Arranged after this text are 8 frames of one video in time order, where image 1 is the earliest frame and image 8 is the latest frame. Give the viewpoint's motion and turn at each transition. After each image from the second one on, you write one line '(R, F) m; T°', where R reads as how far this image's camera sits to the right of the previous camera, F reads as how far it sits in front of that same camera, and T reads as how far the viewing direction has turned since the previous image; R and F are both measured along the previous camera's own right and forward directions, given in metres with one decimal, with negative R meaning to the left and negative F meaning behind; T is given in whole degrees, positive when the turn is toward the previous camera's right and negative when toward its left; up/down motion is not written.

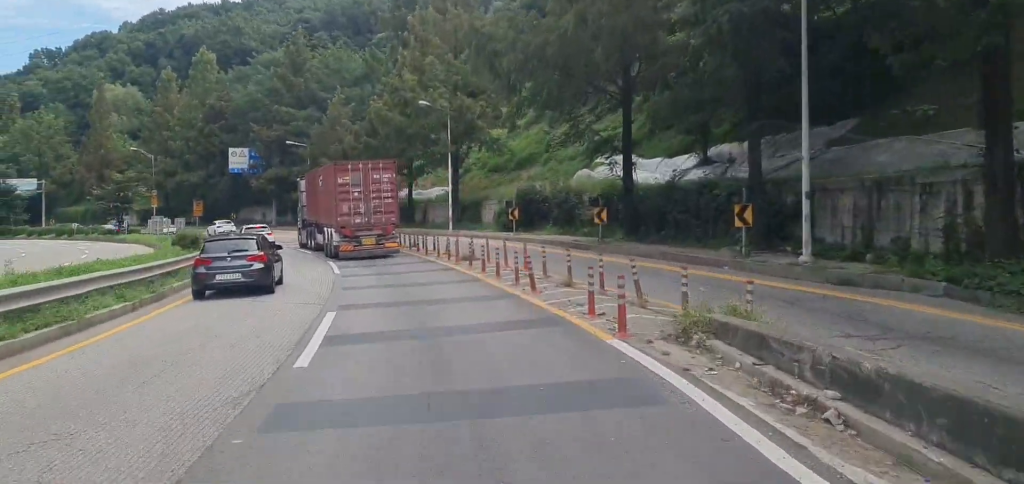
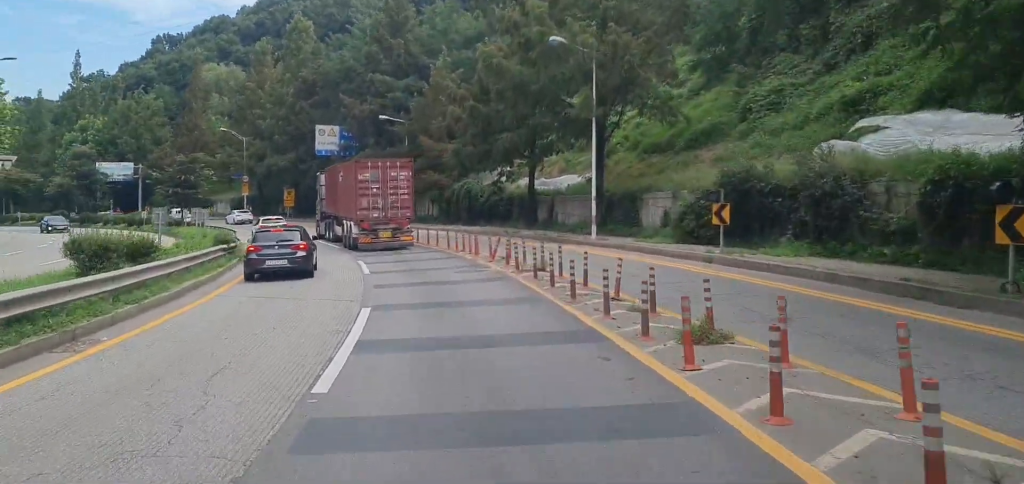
(-1.2, +16.9) m; -8°
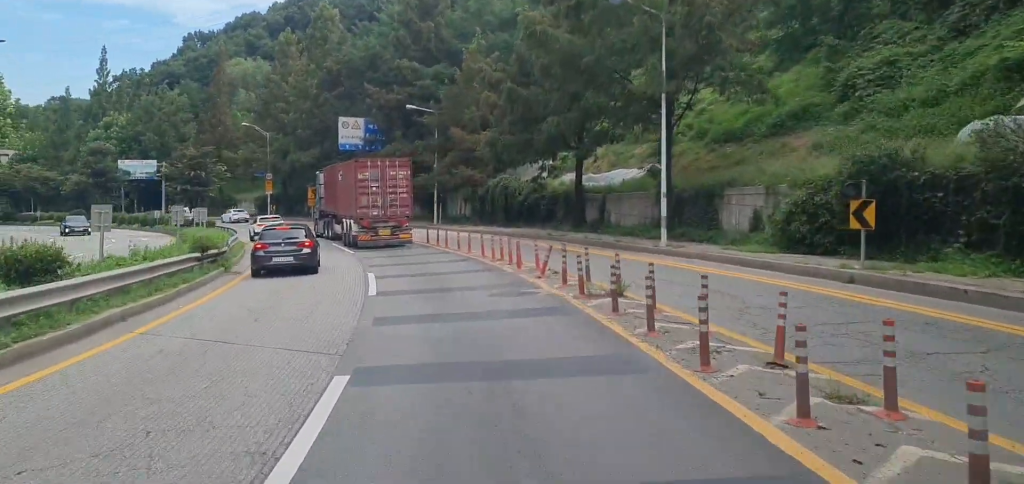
(-0.2, +6.0) m; -3°
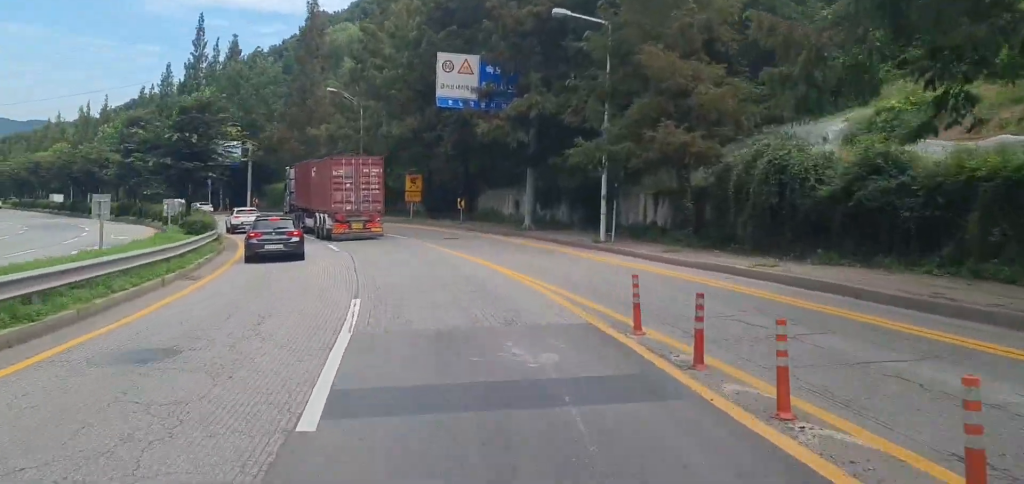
(-1.8, +25.7) m; -10°
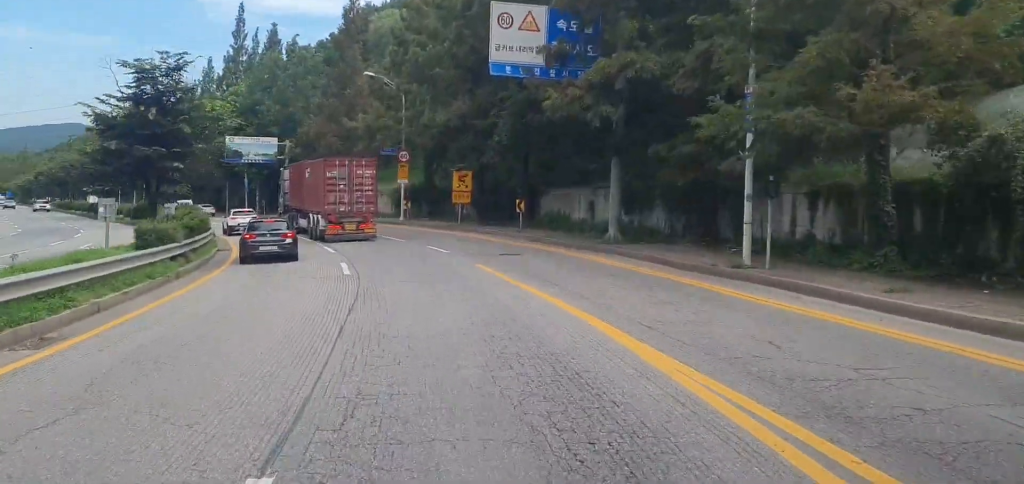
(-0.1, +9.4) m; -5°
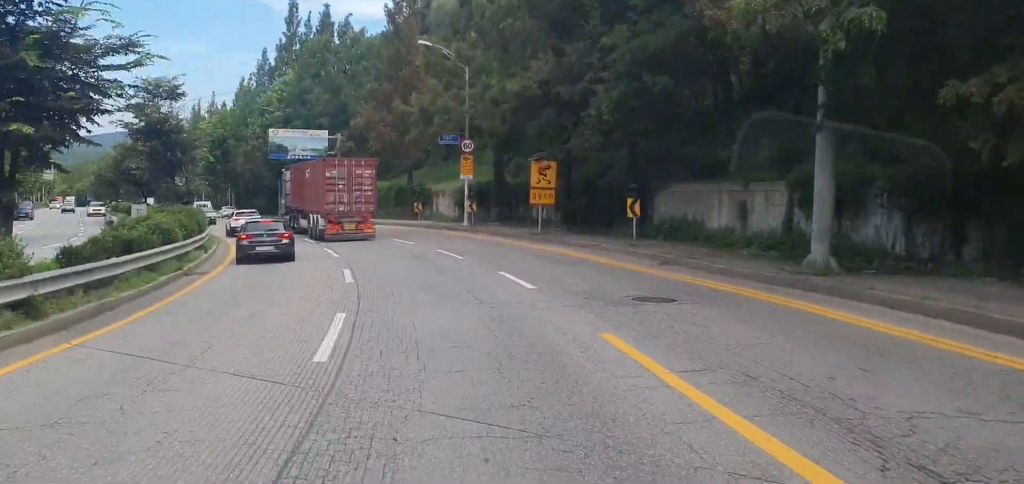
(-0.8, +11.4) m; -5°
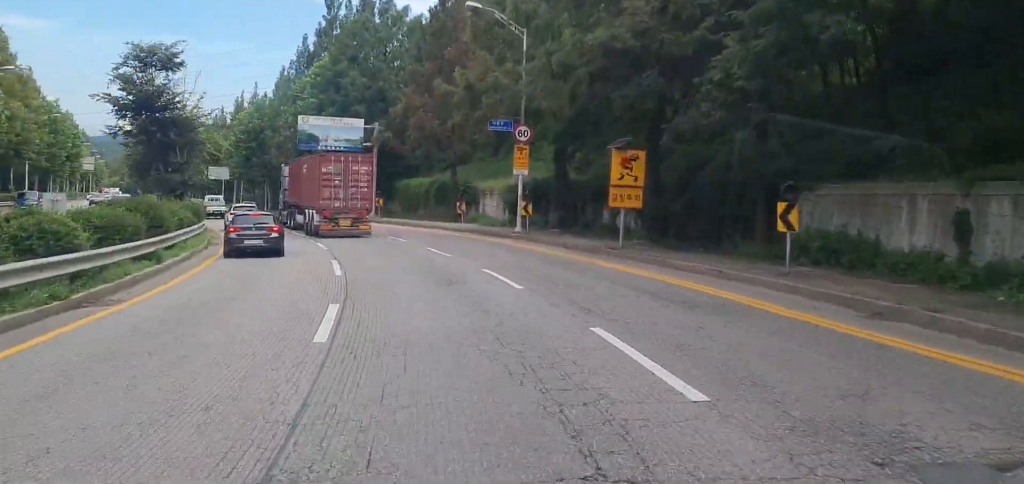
(-0.3, +8.5) m; -3°
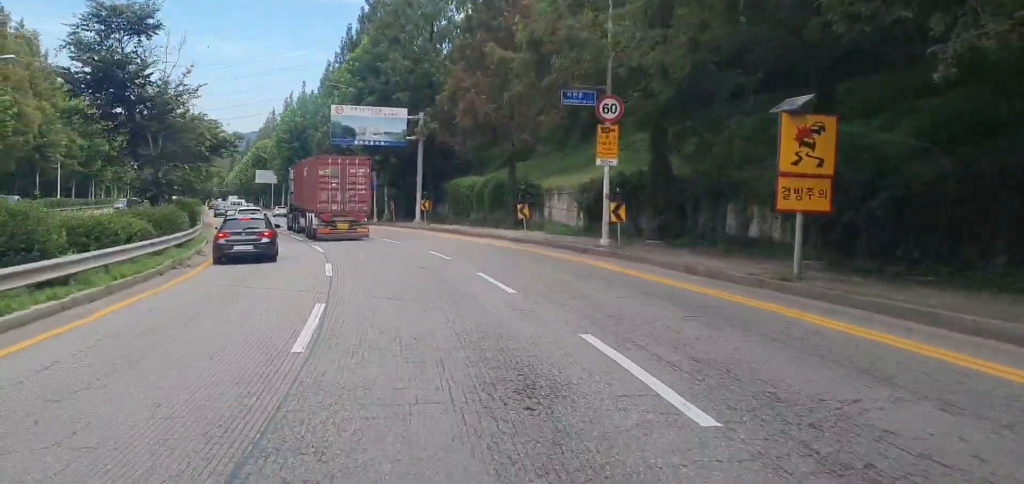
(-0.2, +9.5) m; -3°
